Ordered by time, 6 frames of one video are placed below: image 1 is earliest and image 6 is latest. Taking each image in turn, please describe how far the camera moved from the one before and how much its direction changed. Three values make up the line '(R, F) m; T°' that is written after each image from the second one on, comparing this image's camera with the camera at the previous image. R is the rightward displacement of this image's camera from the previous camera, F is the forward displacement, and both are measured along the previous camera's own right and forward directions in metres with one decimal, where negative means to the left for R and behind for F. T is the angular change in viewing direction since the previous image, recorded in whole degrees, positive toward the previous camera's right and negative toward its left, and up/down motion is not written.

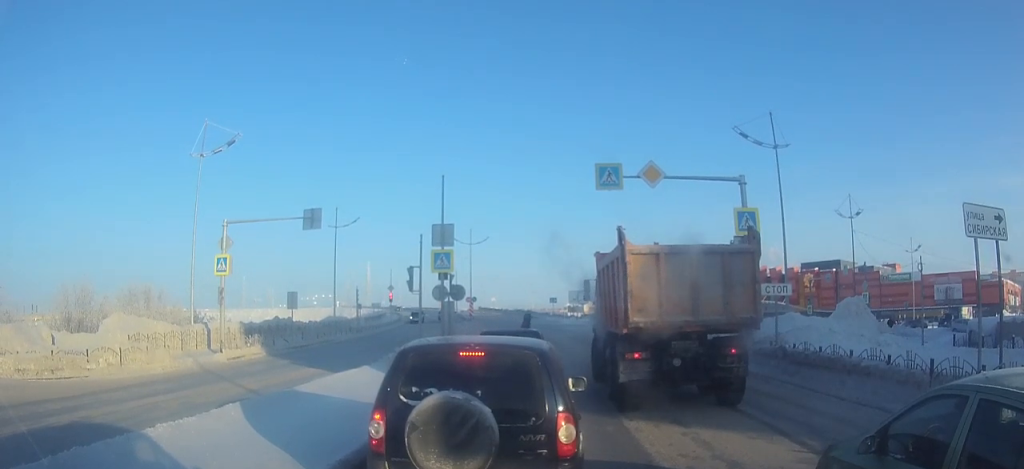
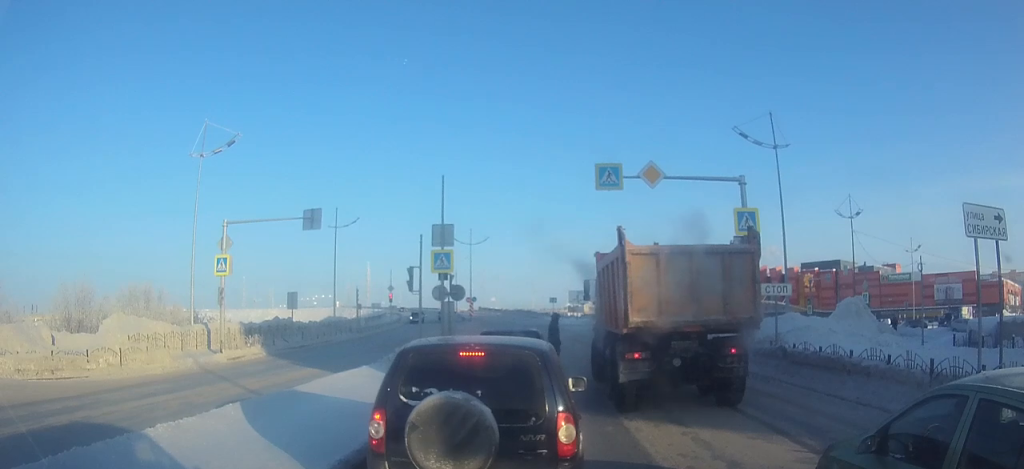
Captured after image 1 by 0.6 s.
(+0.1, 0.0) m; 0°
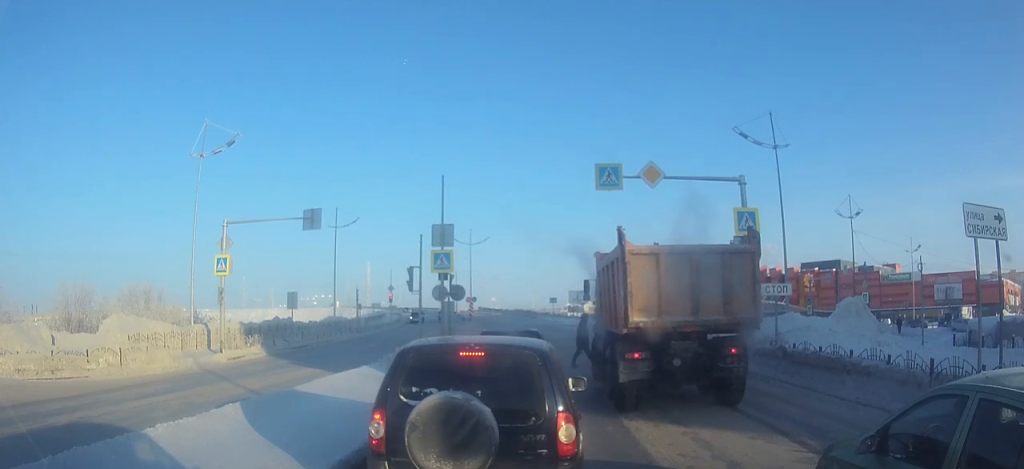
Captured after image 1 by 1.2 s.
(+0.1, 0.0) m; 0°
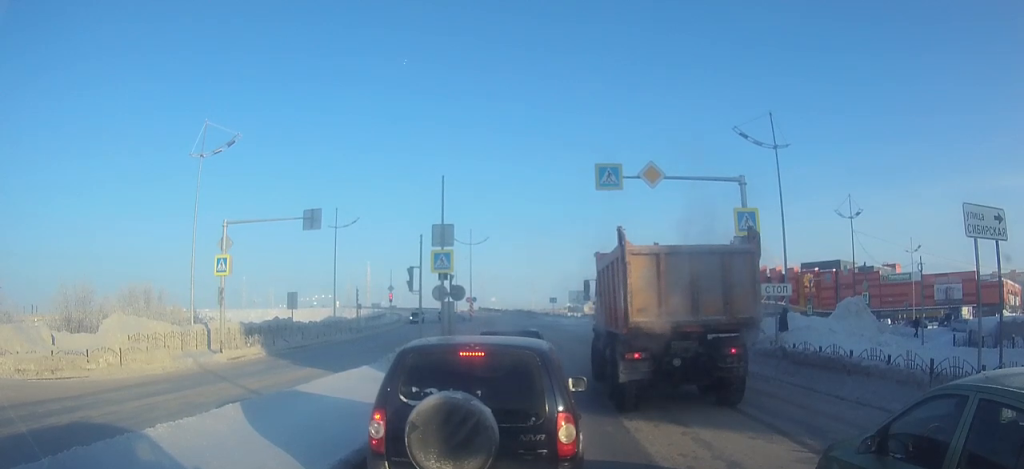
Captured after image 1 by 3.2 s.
(+0.4, +0.1) m; 0°
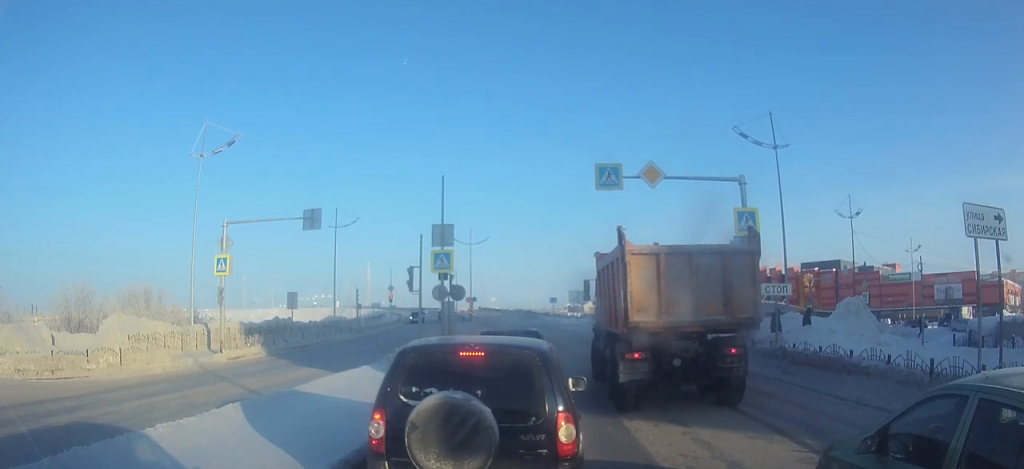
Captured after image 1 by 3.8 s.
(+0.1, 0.0) m; 0°
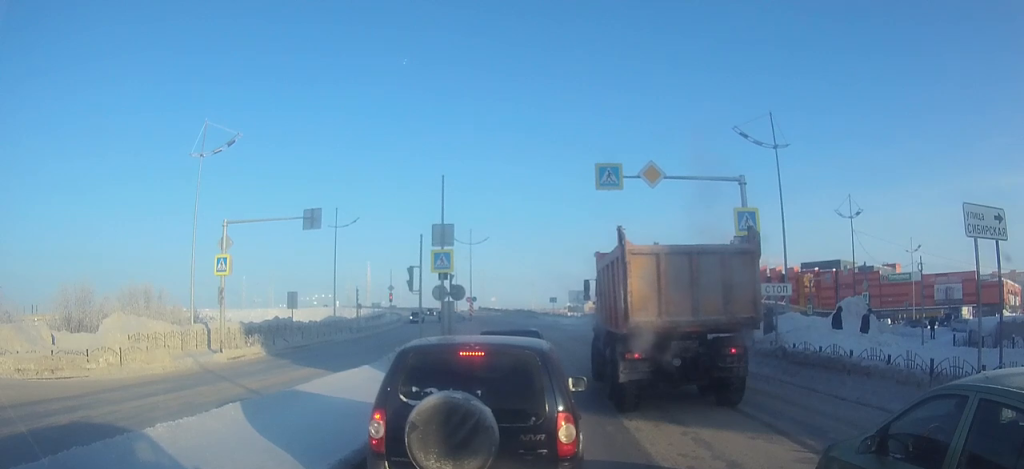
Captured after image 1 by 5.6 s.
(+0.3, +0.1) m; 0°
